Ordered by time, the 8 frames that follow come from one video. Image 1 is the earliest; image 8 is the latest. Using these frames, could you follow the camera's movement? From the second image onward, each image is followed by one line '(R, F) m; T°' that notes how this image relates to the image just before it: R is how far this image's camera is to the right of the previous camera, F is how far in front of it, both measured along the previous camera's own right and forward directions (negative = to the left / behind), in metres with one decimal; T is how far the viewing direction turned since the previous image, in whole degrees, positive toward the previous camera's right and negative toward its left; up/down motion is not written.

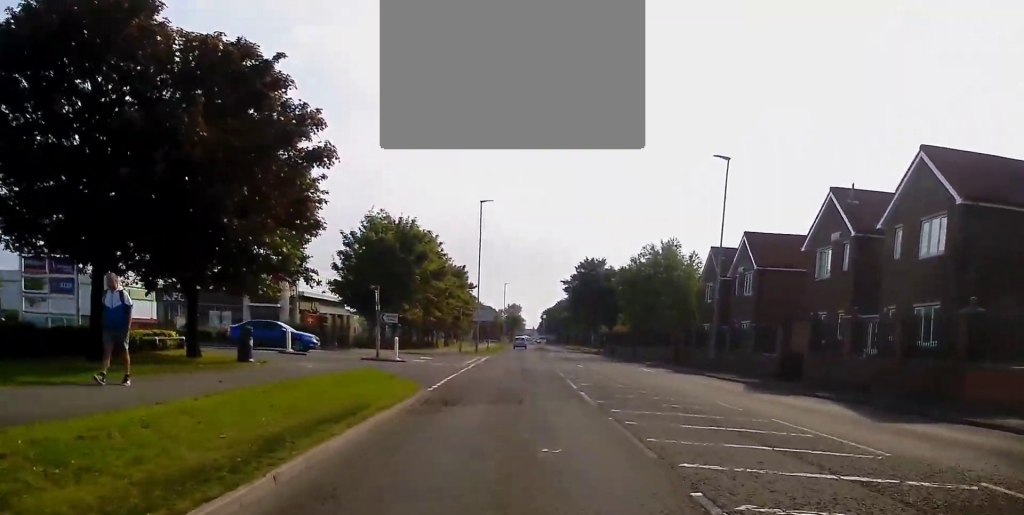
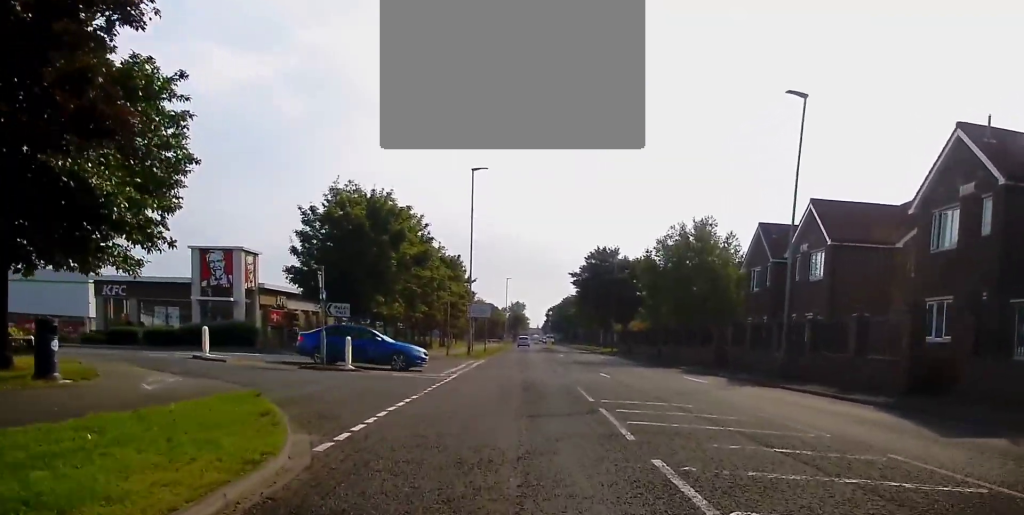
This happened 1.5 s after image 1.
(-0.1, +10.2) m; -5°
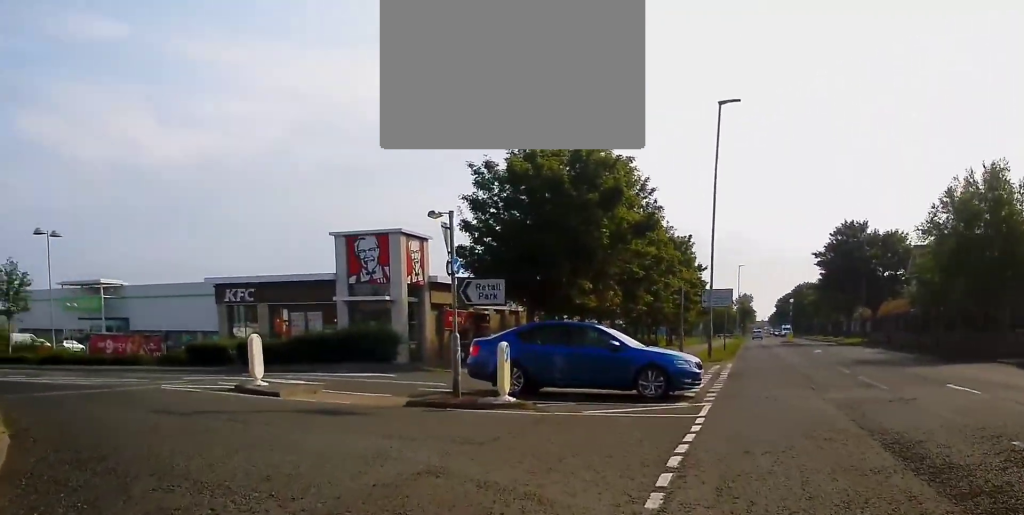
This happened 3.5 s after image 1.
(-1.3, +11.9) m; -16°
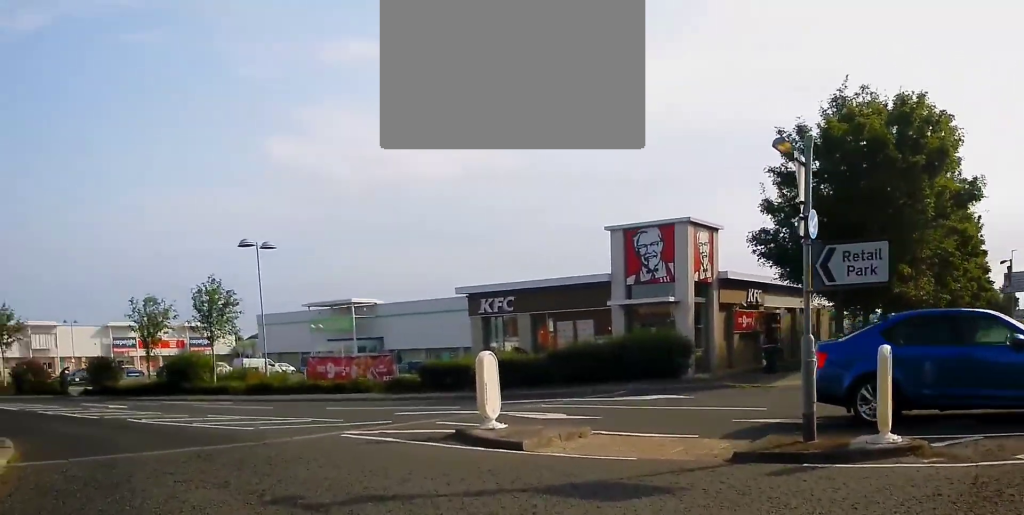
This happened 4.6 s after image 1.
(-0.7, +5.1) m; -20°
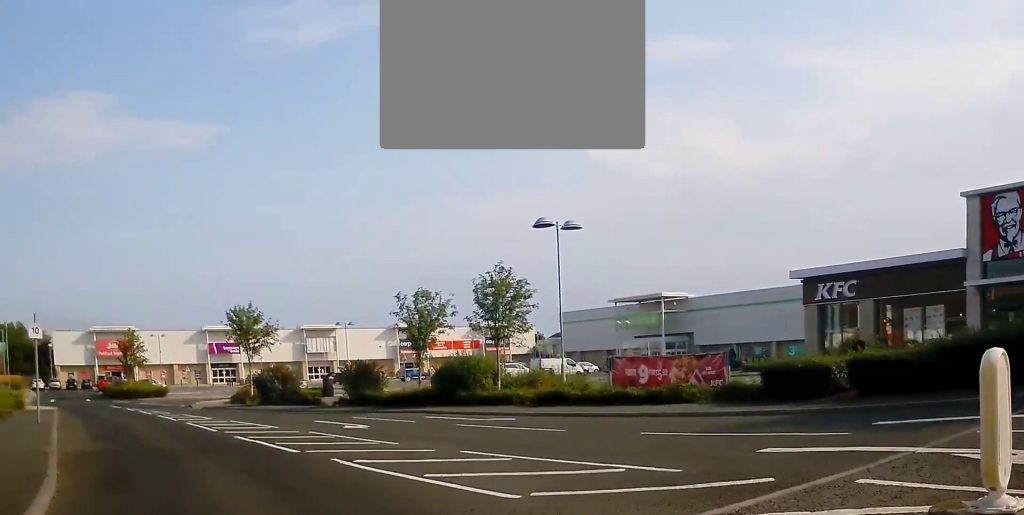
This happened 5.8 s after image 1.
(-1.2, +5.5) m; -23°
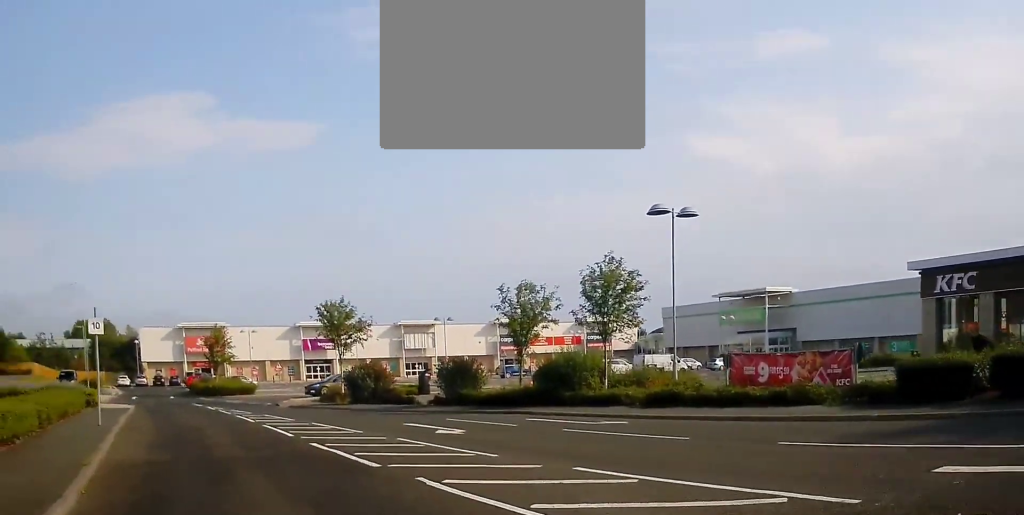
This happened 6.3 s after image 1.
(-0.2, +1.8) m; -7°
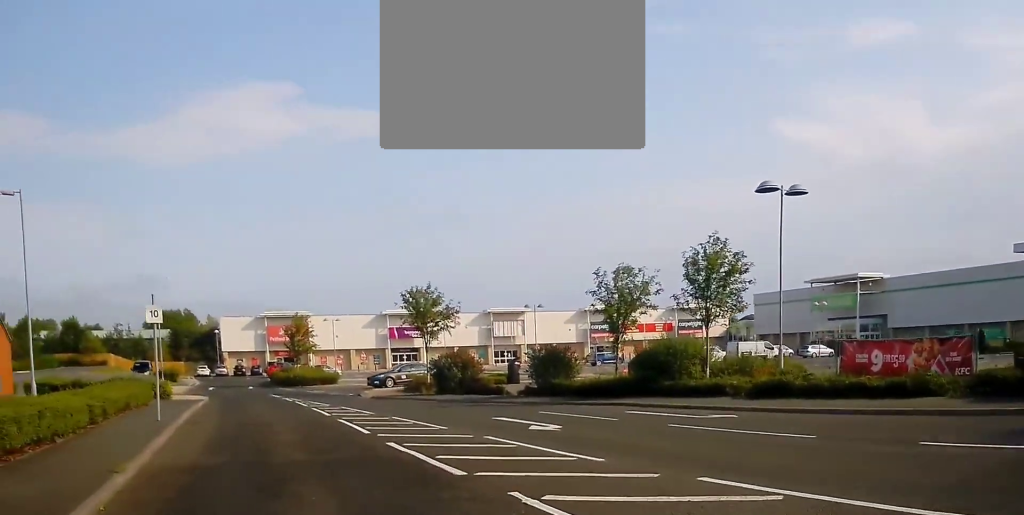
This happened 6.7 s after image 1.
(0.0, +1.6) m; -7°
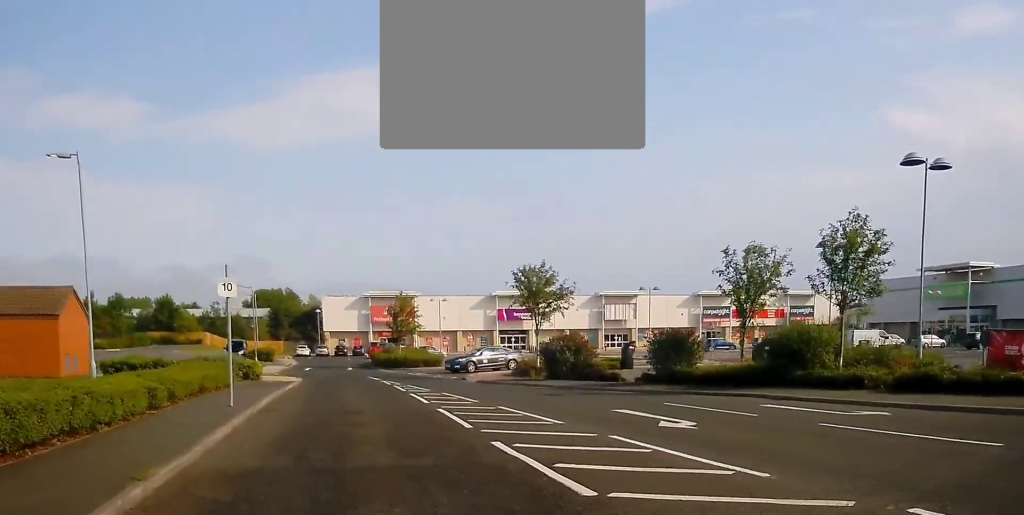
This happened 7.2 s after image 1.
(-0.2, +2.1) m; -6°
